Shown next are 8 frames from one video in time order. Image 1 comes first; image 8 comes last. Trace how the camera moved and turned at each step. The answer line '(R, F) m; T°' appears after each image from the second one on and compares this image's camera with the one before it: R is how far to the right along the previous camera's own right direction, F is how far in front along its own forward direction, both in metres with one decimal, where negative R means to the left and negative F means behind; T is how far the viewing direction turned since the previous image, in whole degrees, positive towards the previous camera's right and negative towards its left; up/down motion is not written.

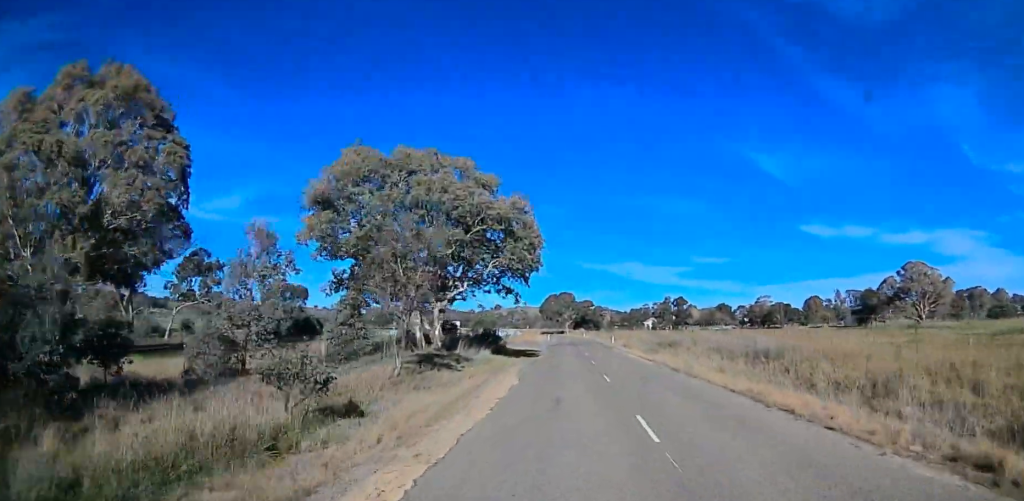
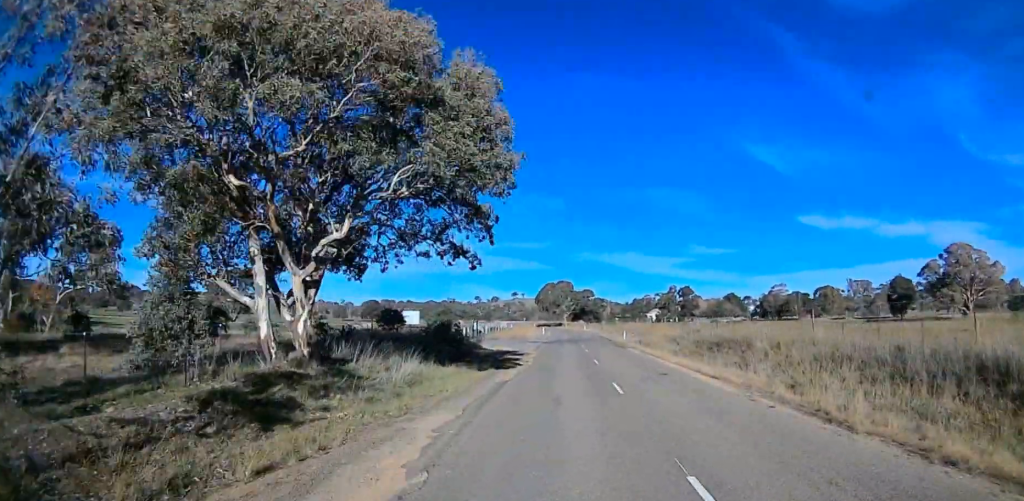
(+3.5, +18.7) m; +6°
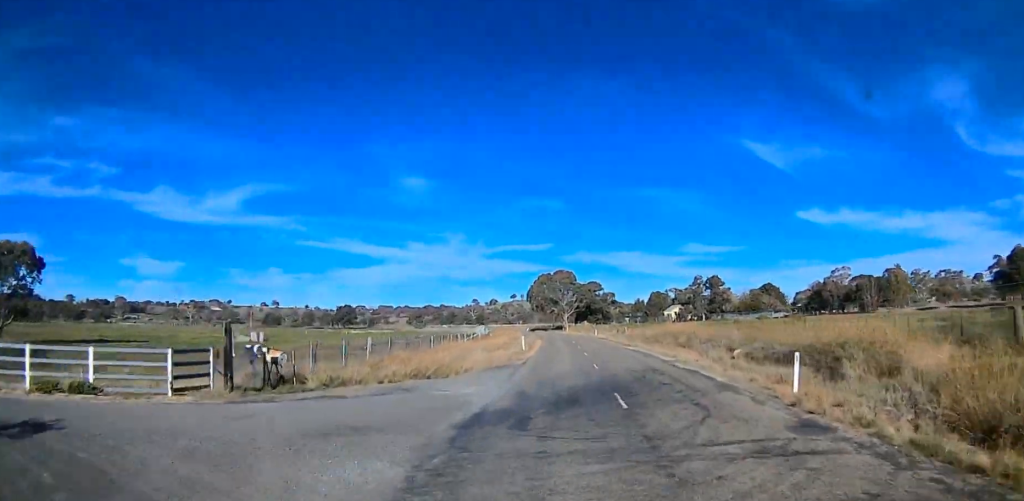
(-11.3, +54.8) m; -18°
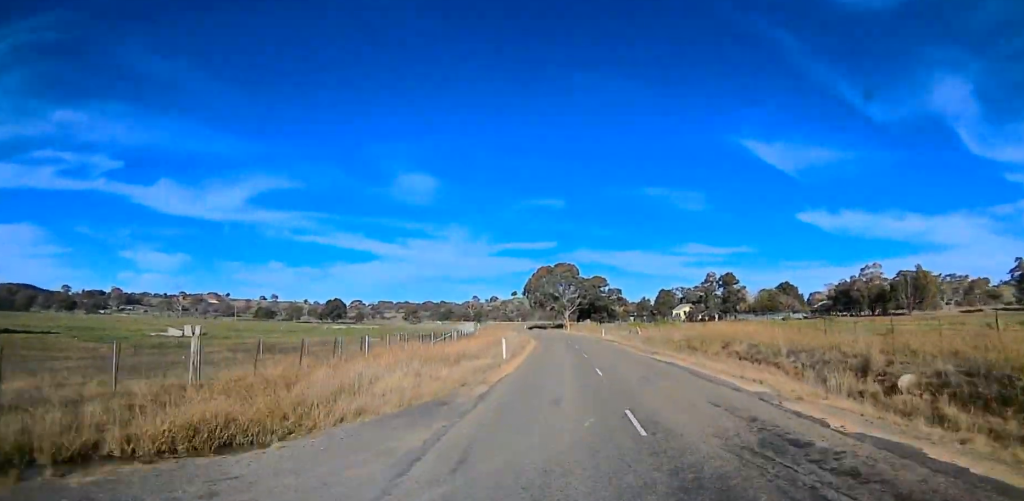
(+0.2, +18.7) m; 0°
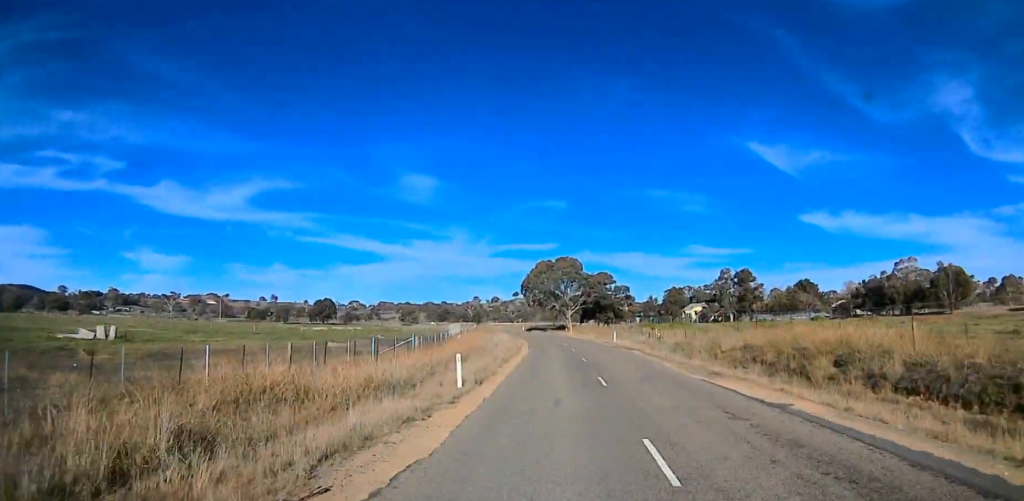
(+0.1, +17.3) m; 0°
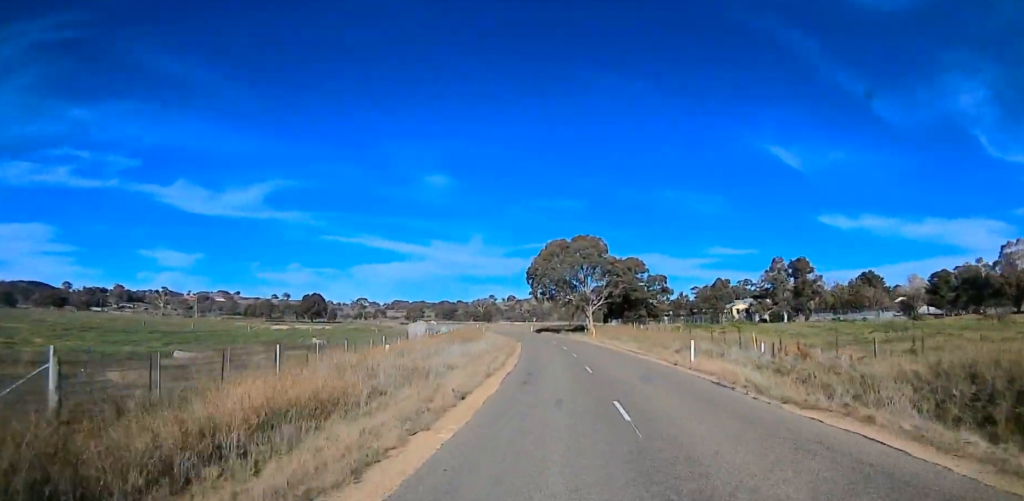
(-0.6, +33.7) m; -2°
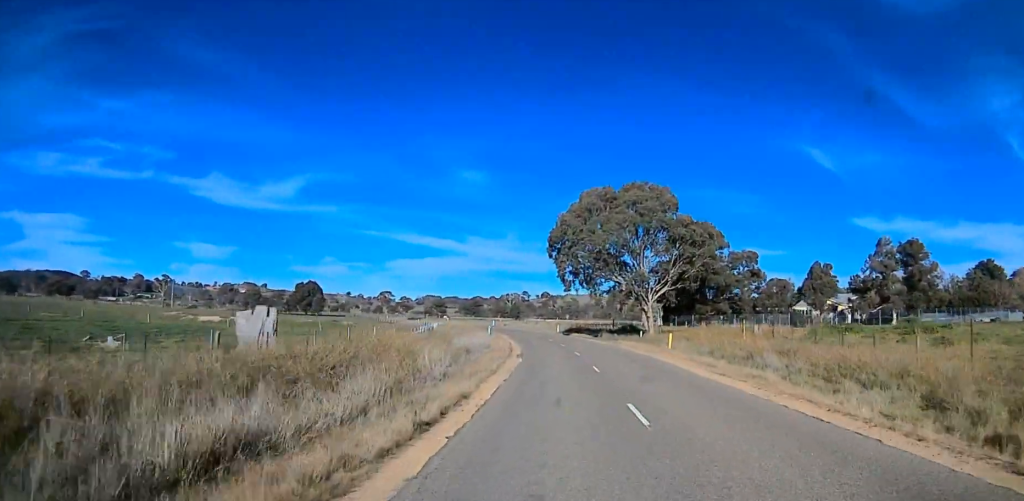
(-0.6, +38.1) m; -4°
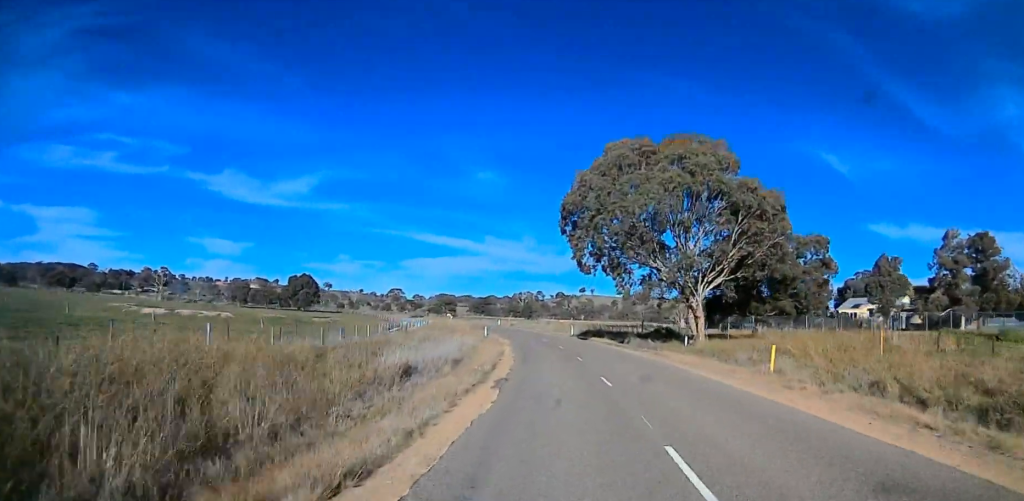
(-0.6, +17.5) m; -2°
